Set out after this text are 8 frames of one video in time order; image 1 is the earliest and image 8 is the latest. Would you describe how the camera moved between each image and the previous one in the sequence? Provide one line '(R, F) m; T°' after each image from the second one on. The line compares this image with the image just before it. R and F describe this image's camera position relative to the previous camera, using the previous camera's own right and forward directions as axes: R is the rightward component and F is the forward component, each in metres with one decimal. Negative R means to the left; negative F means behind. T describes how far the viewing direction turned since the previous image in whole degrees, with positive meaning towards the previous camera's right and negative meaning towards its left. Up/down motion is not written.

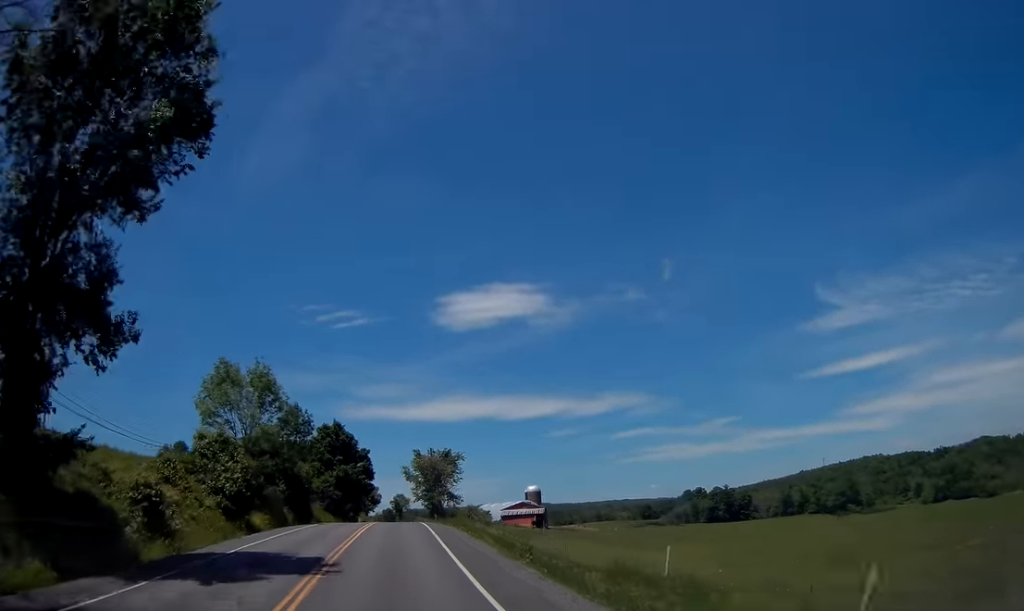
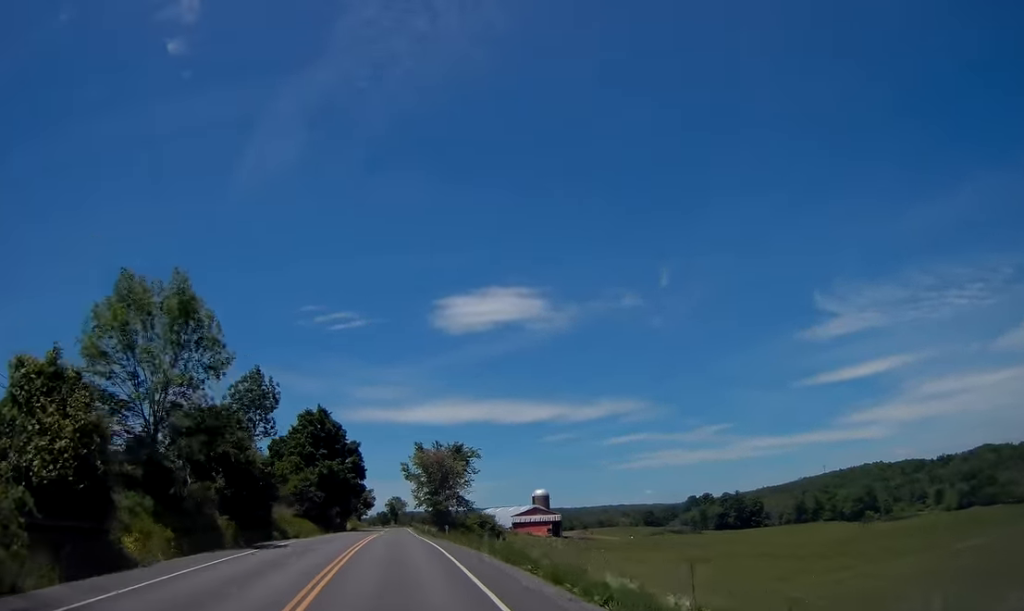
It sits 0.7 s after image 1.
(+0.9, +18.1) m; +2°
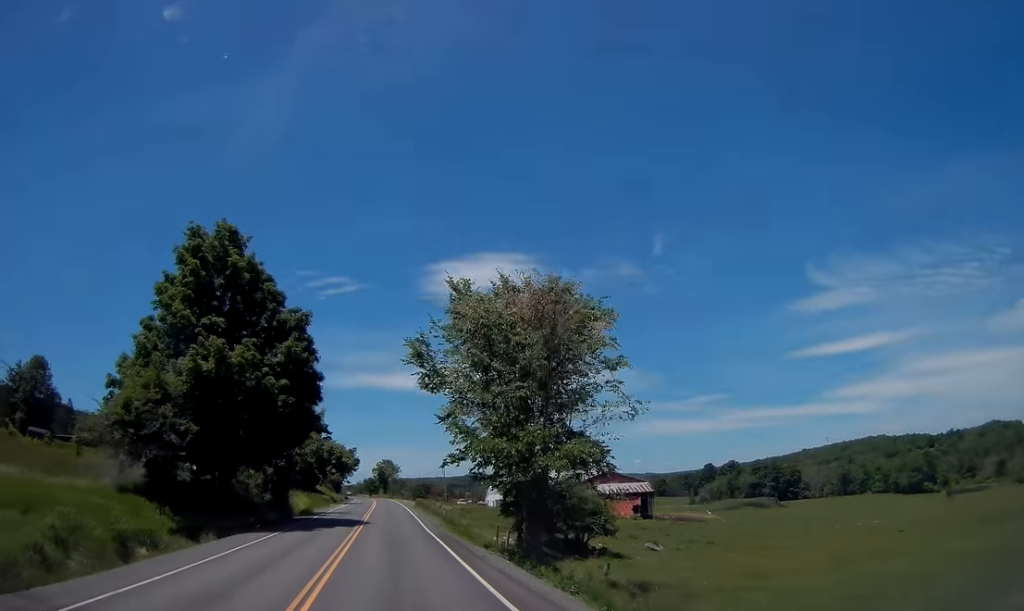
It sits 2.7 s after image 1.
(+0.5, +48.5) m; +1°
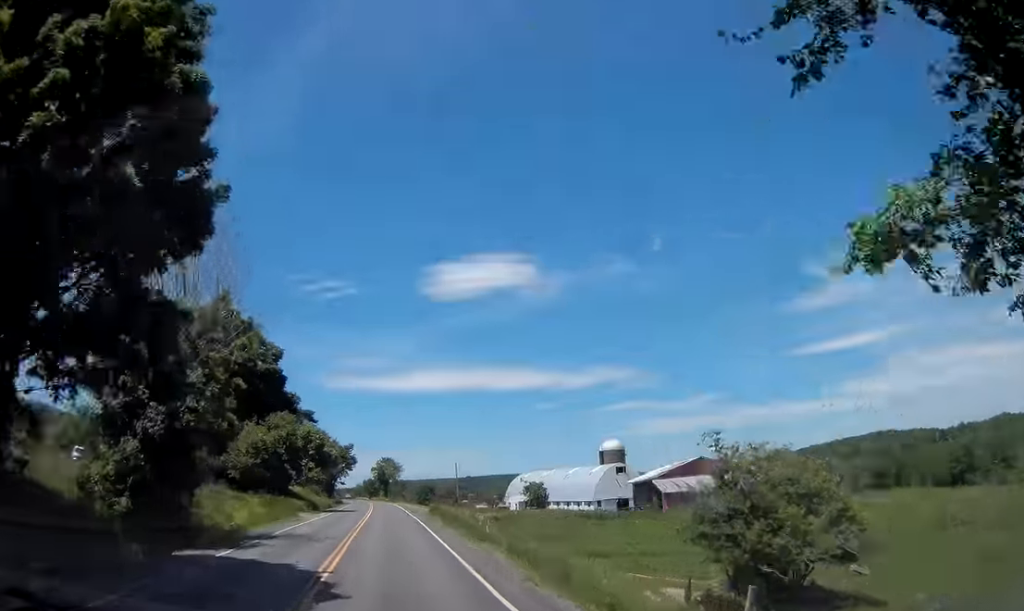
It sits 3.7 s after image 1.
(+0.1, +24.7) m; 0°
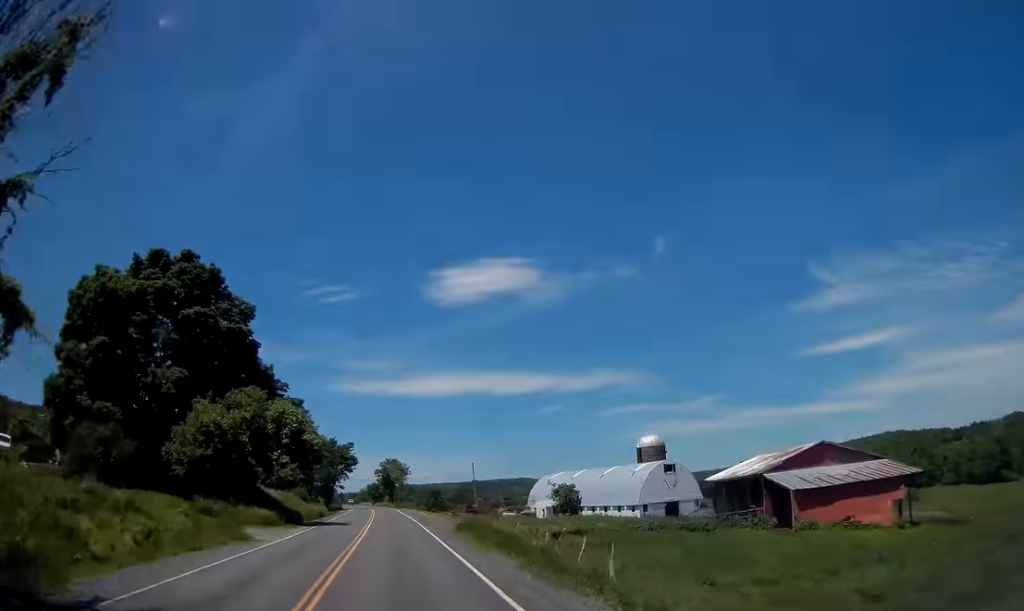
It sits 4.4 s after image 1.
(0.0, +17.3) m; 0°
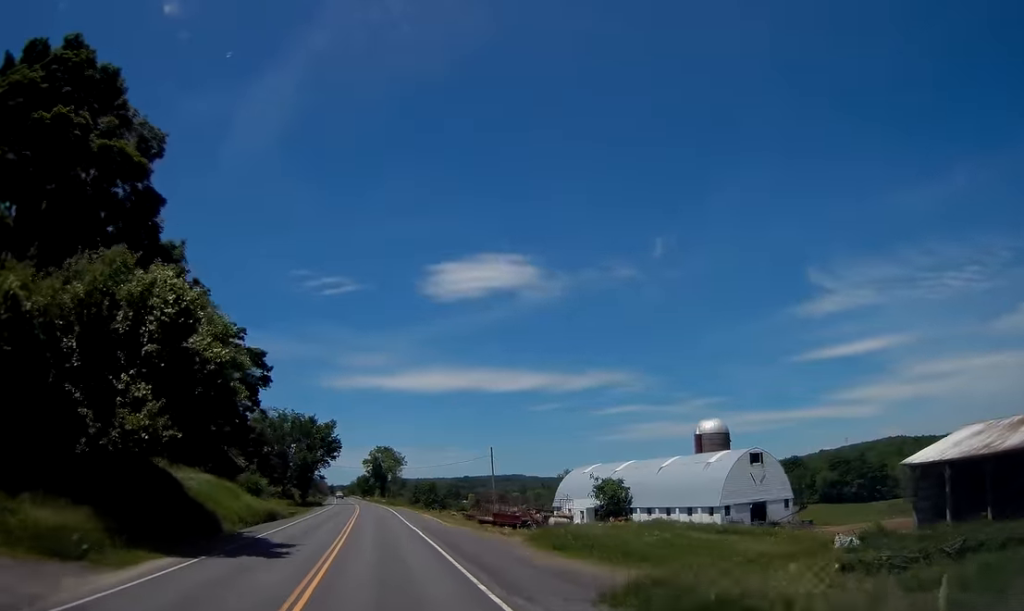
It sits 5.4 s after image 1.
(0.0, +24.7) m; 0°
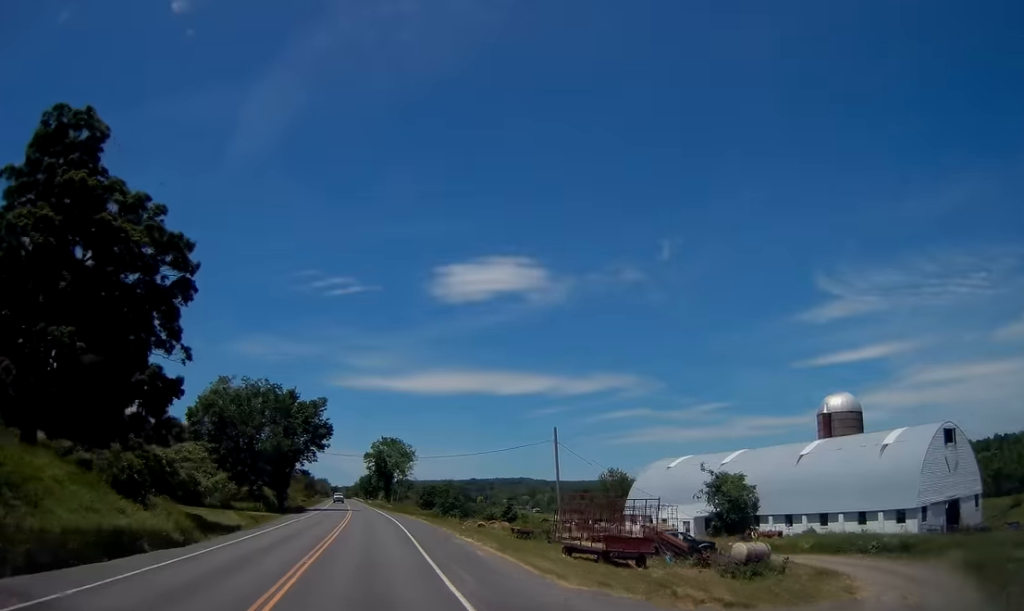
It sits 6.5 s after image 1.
(0.0, +27.2) m; 0°
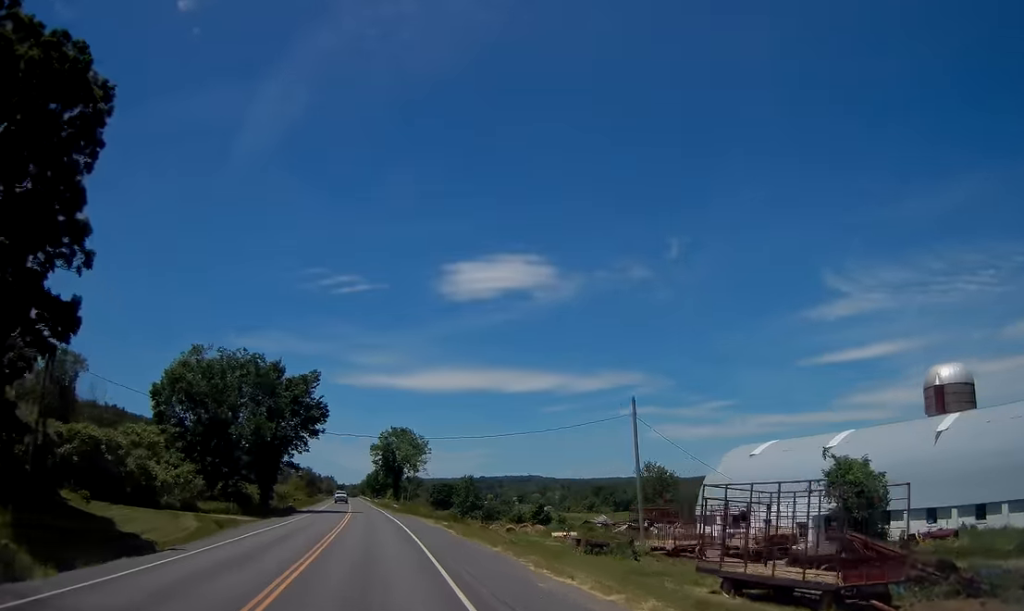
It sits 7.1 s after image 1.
(0.0, +14.9) m; 0°
